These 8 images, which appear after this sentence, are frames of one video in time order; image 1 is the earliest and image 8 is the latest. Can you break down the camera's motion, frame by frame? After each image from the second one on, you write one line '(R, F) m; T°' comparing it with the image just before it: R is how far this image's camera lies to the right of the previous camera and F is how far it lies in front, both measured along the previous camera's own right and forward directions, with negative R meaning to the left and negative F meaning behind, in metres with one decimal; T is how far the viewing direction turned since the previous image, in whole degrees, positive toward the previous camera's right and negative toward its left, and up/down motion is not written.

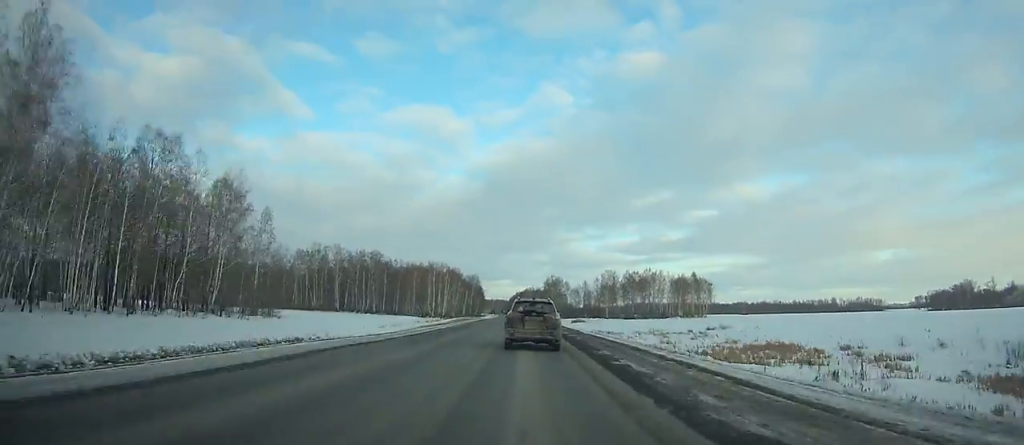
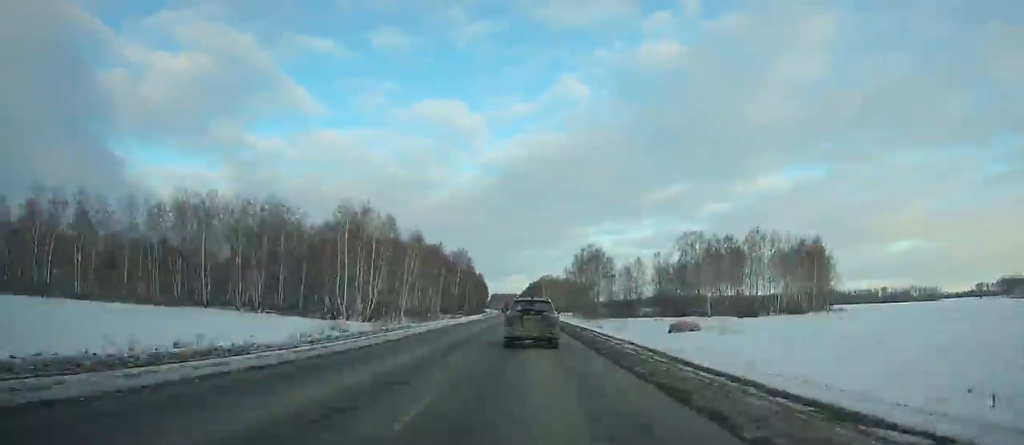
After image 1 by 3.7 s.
(-2.1, +104.1) m; -2°
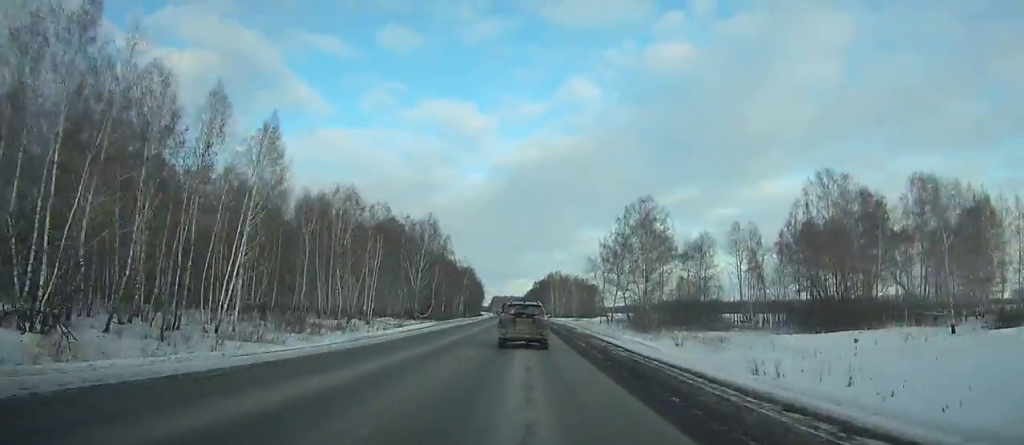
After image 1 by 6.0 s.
(-0.2, +62.8) m; -1°
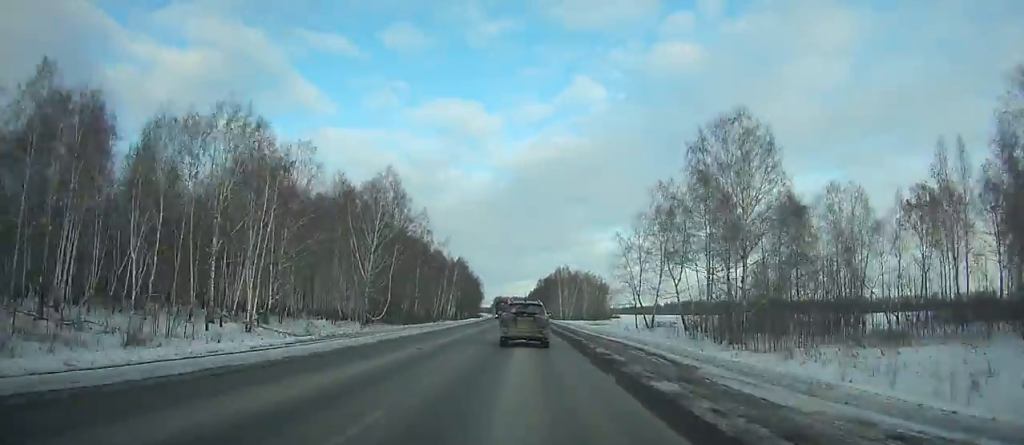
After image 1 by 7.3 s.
(-0.2, +35.1) m; 0°
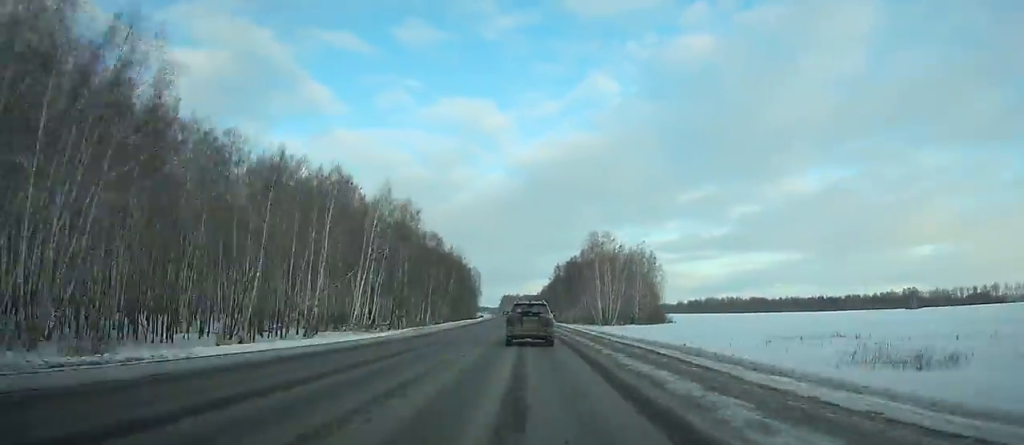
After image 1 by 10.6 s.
(-1.0, +88.2) m; -1°
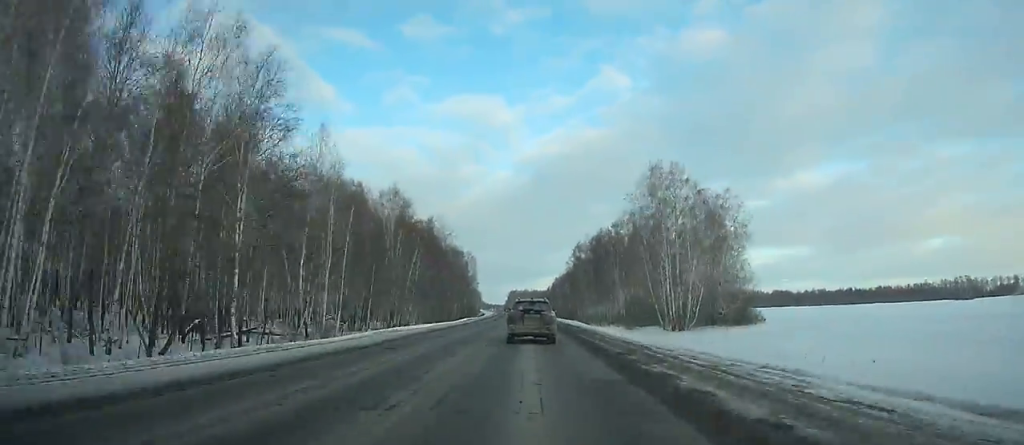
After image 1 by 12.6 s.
(-0.2, +53.0) m; -1°
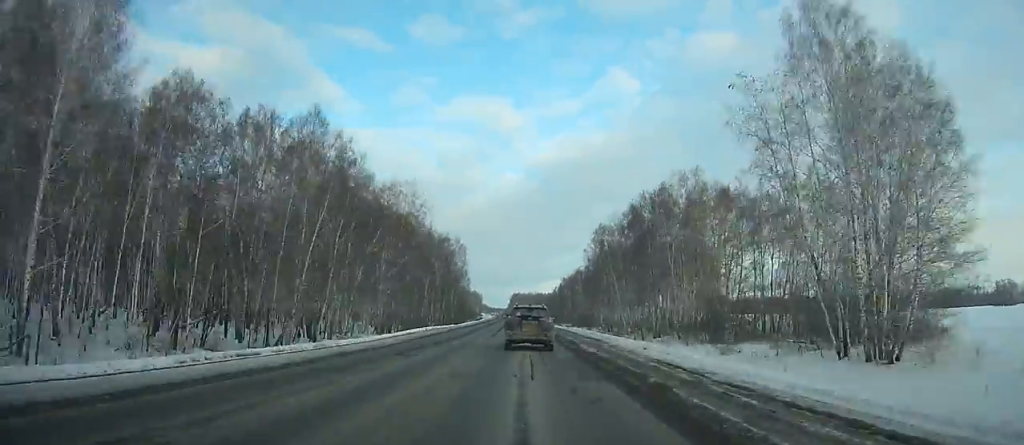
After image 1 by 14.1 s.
(-0.4, +39.5) m; -1°
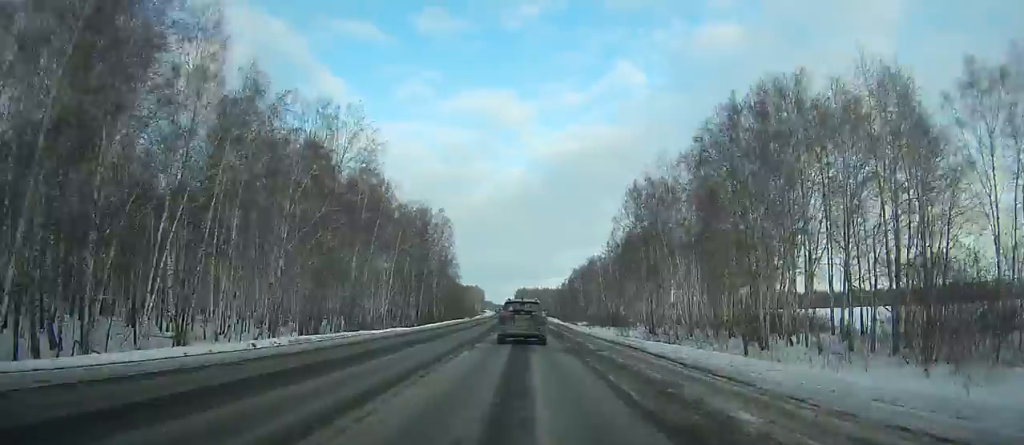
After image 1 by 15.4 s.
(0.0, +34.2) m; -1°
